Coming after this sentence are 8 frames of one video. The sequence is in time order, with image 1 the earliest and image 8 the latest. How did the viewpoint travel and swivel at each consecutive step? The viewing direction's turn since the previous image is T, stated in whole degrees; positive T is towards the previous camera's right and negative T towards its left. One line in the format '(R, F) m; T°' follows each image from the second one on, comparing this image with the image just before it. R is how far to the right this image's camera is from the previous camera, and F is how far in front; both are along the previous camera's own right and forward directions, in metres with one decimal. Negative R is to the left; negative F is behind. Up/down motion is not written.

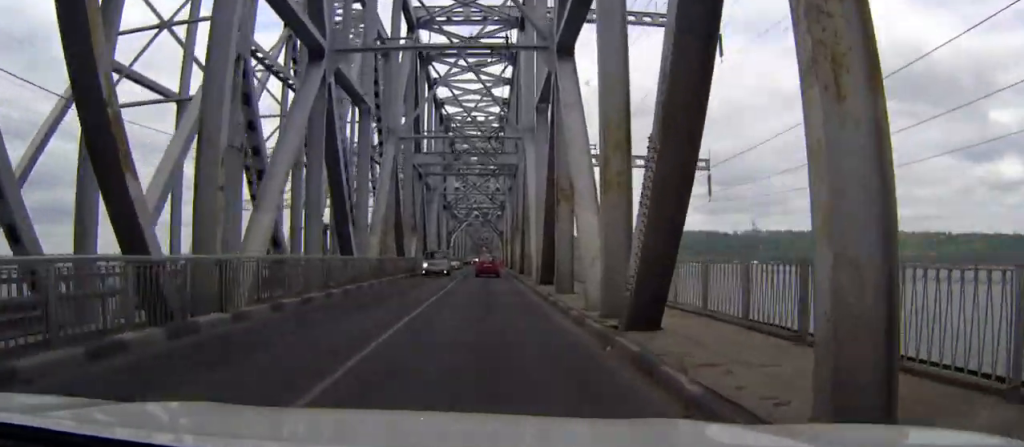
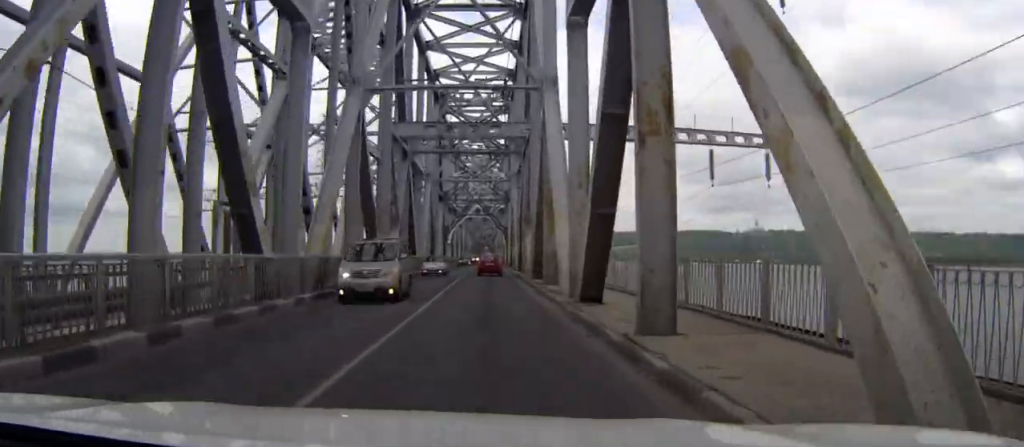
(-0.2, +12.7) m; -1°
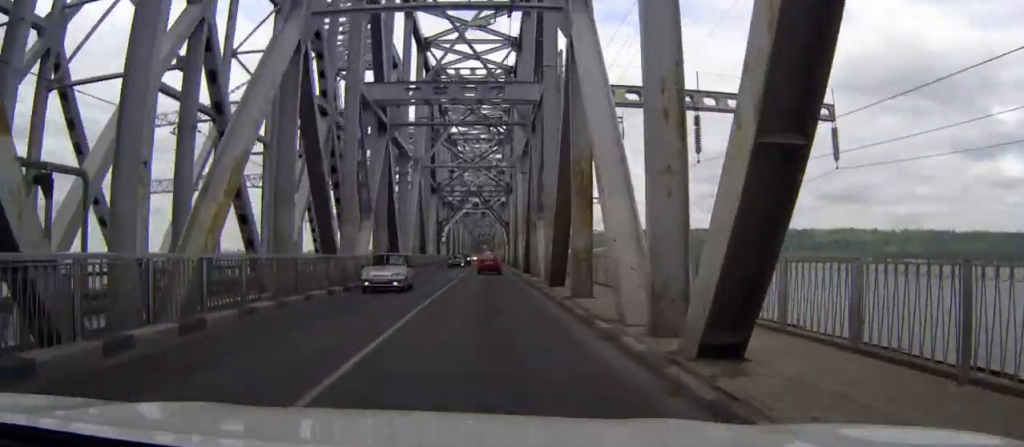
(-0.1, +10.6) m; +1°
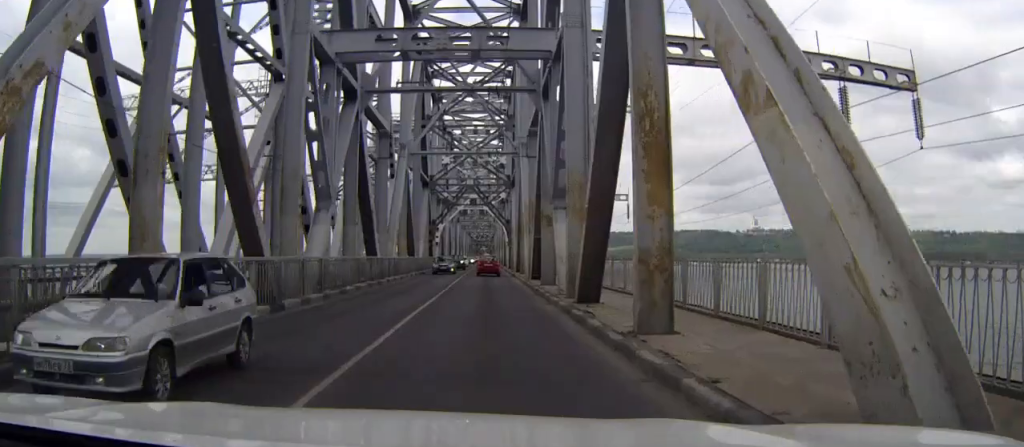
(+0.1, +9.0) m; +1°
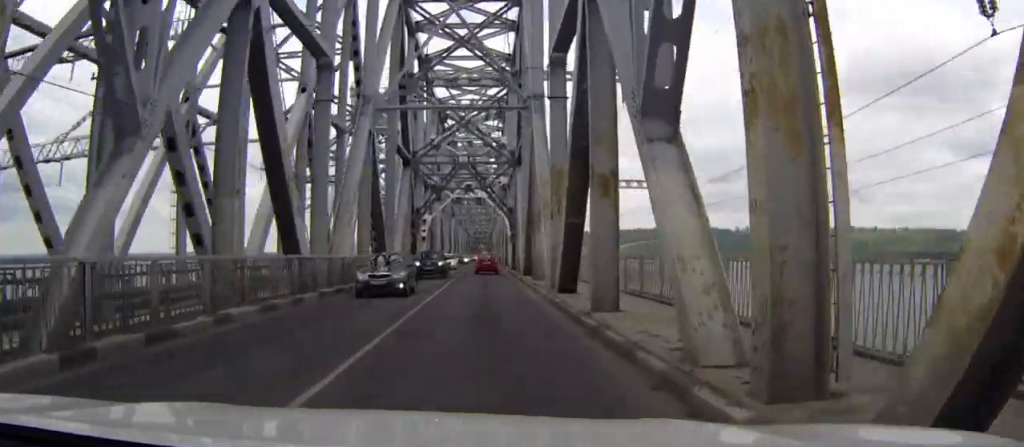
(+0.2, +15.4) m; +1°
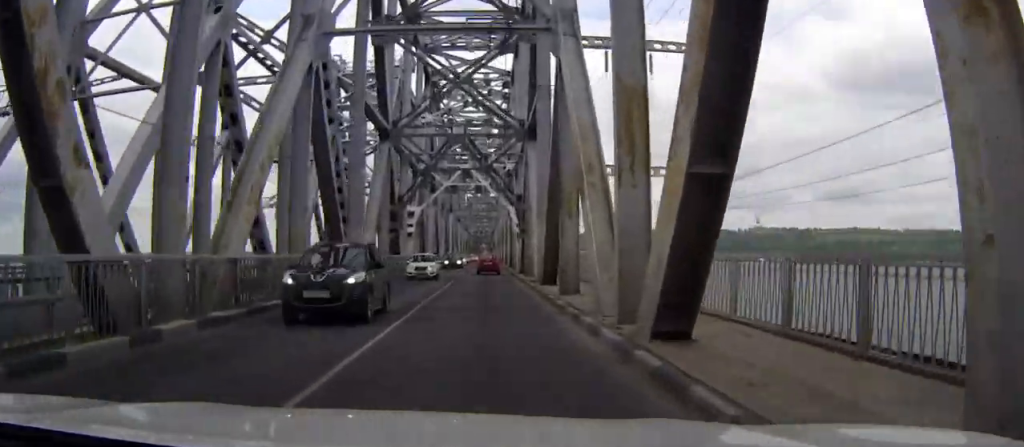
(+0.1, +12.7) m; 0°
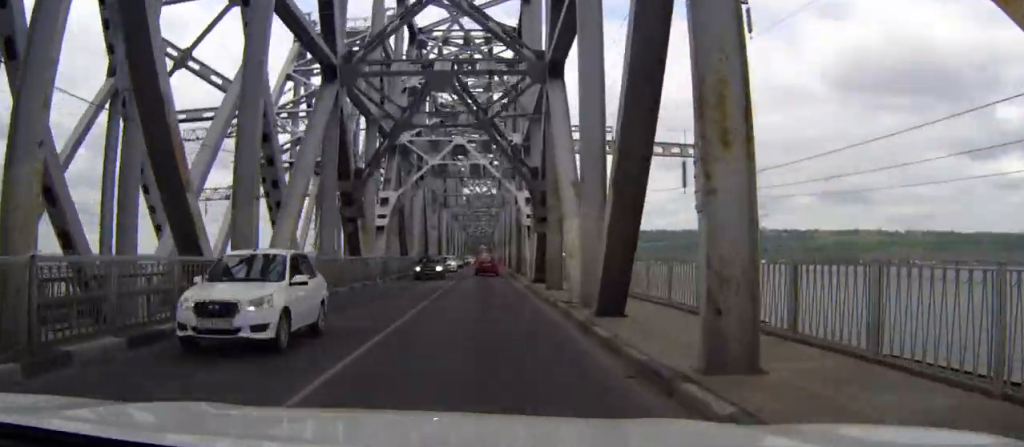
(-0.1, +14.0) m; -1°
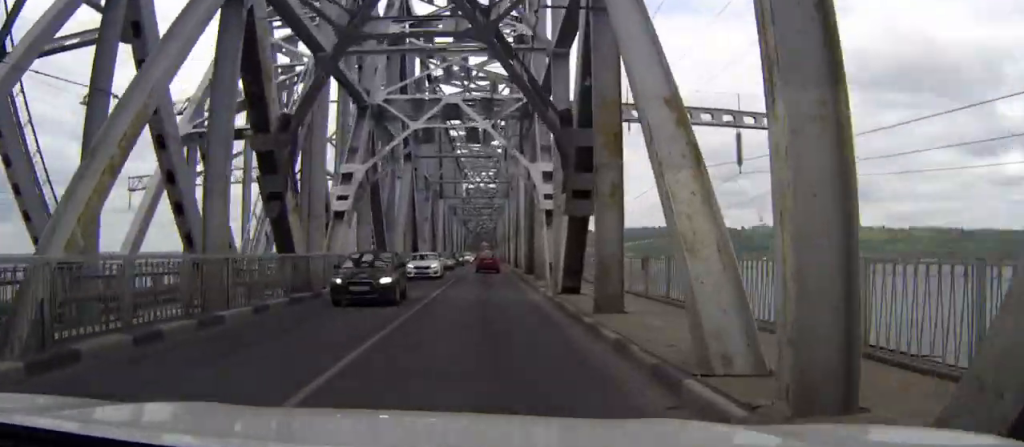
(-0.1, +11.1) m; 0°
